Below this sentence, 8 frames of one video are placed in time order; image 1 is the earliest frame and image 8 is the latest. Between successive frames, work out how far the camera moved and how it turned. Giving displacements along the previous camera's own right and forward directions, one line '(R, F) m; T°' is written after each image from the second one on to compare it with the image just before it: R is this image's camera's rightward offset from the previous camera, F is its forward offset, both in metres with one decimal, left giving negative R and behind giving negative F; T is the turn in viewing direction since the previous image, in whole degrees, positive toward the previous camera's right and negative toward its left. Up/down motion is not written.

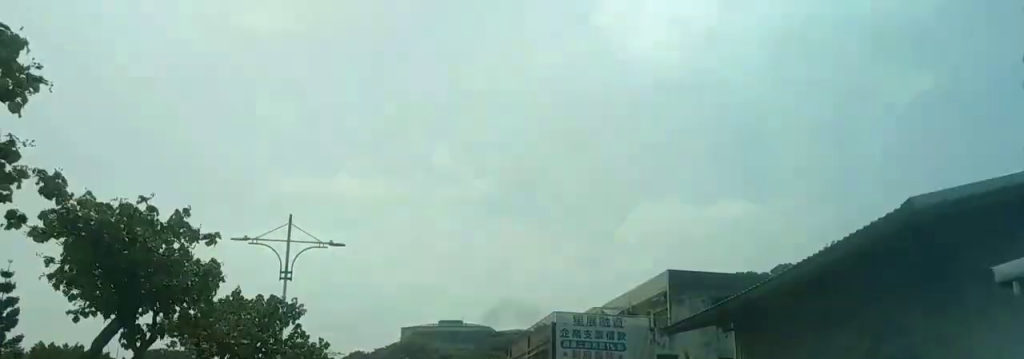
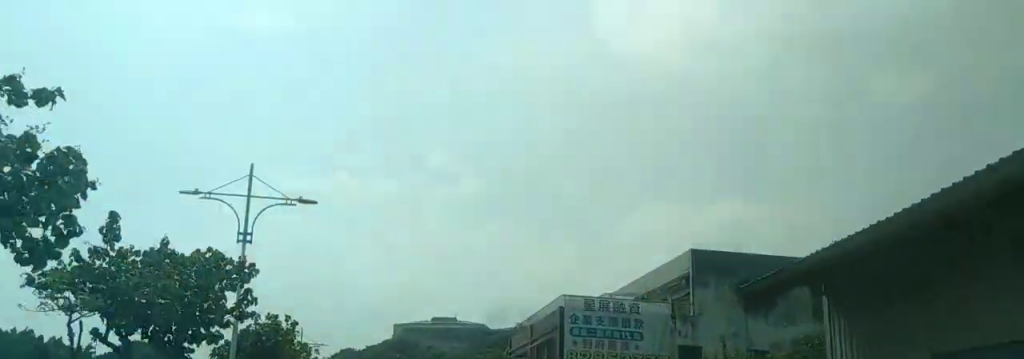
(0.0, +5.3) m; 0°
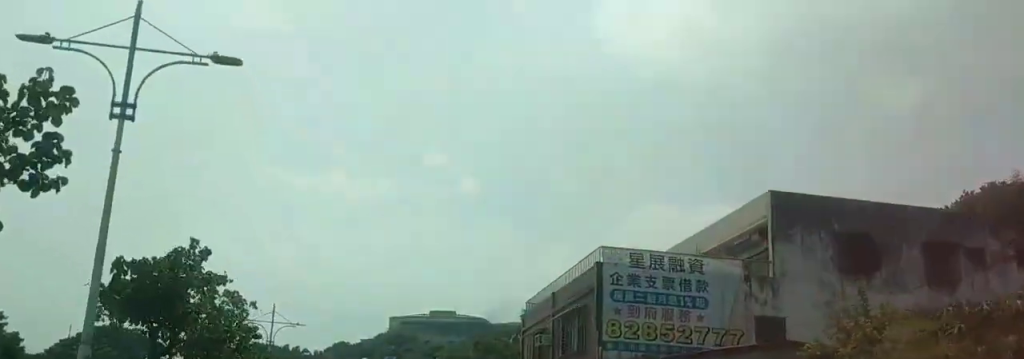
(0.0, +10.5) m; 0°
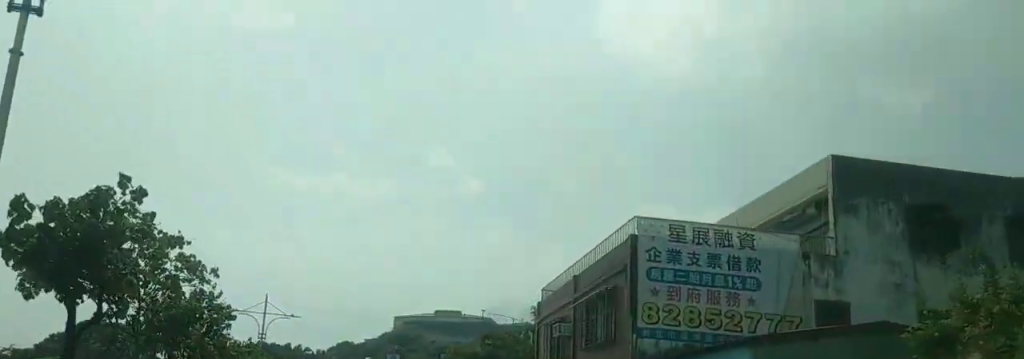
(0.0, +4.4) m; 0°
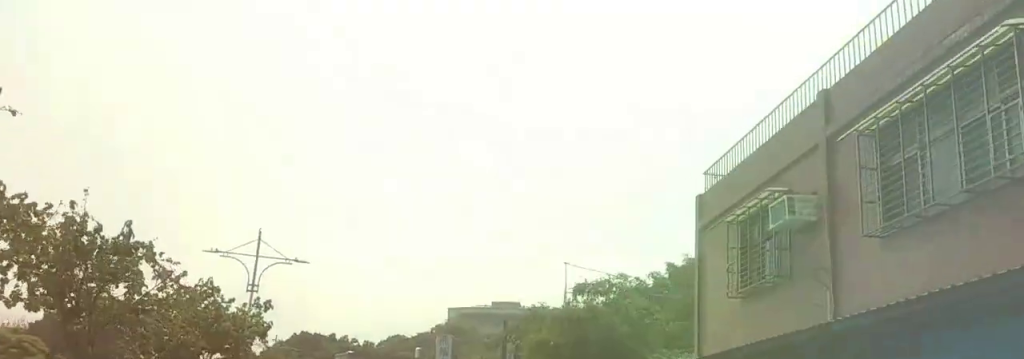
(0.0, +15.7) m; 0°
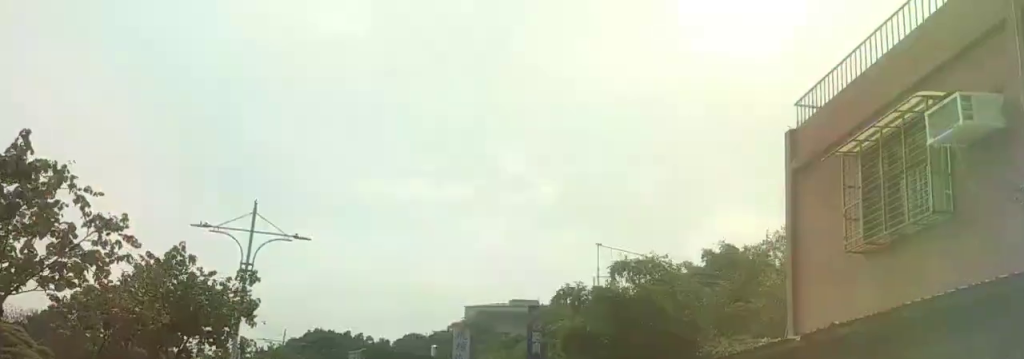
(0.0, +4.2) m; 0°
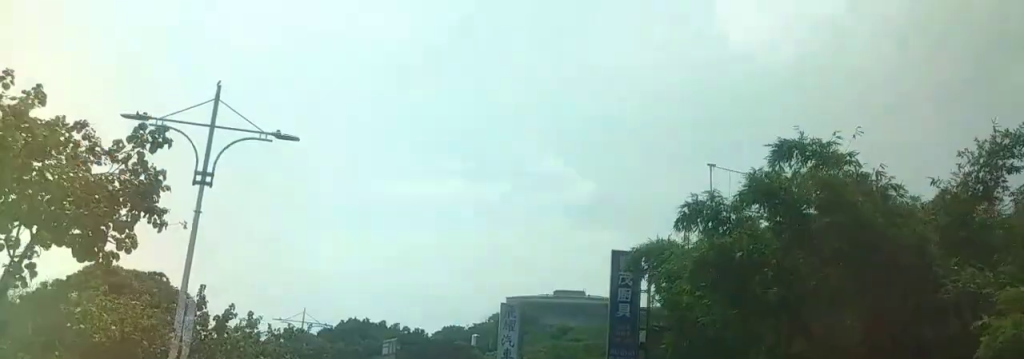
(0.0, +10.3) m; -2°
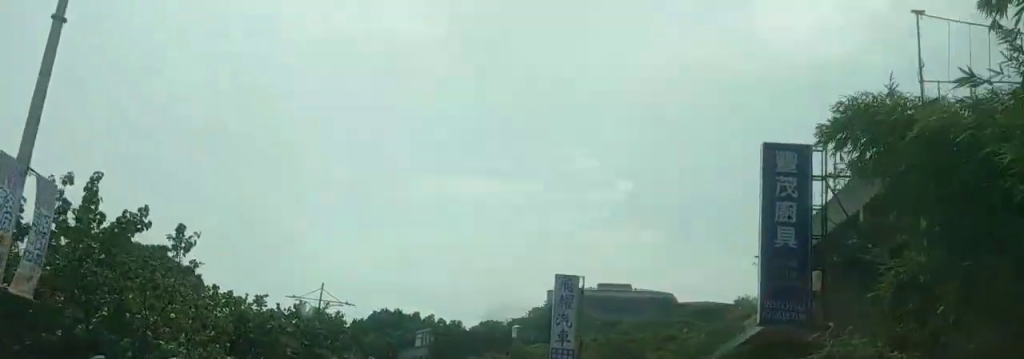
(-0.3, +9.3) m; -5°
